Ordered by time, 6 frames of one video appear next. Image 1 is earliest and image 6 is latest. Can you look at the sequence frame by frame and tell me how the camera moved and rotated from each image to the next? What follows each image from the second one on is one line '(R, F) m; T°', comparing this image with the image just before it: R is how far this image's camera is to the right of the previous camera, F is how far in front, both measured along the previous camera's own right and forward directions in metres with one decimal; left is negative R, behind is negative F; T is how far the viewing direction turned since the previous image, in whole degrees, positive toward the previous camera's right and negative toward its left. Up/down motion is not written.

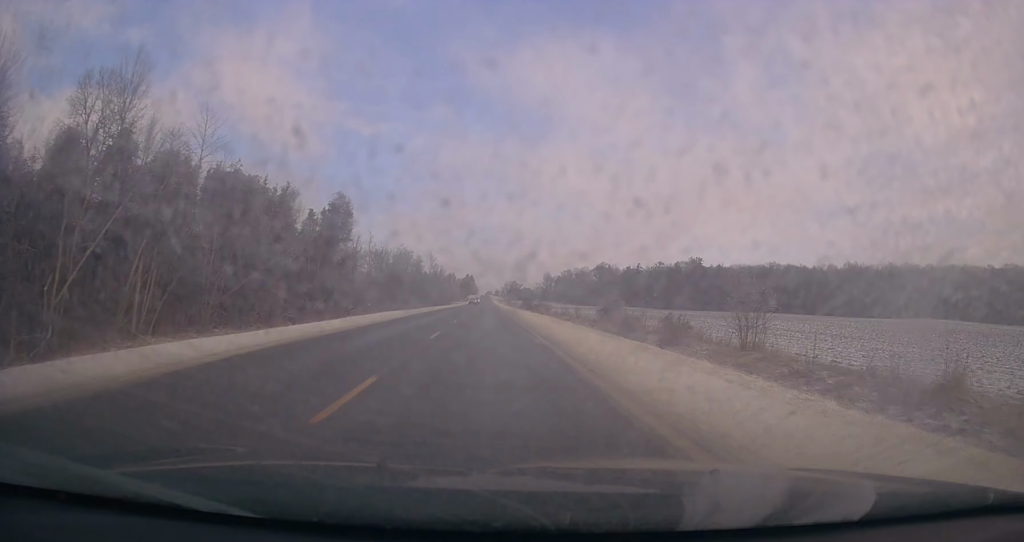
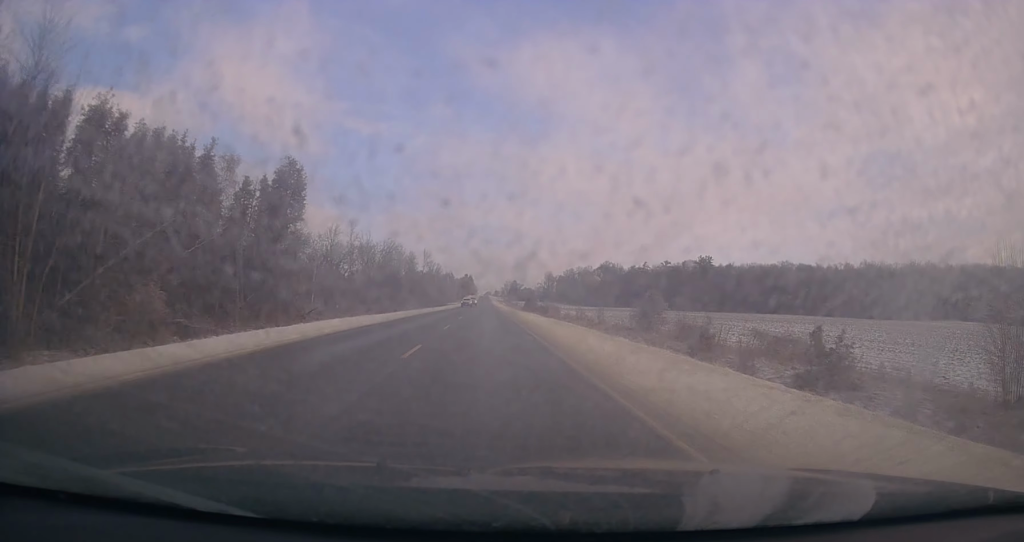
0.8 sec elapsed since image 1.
(-0.3, +18.1) m; 0°
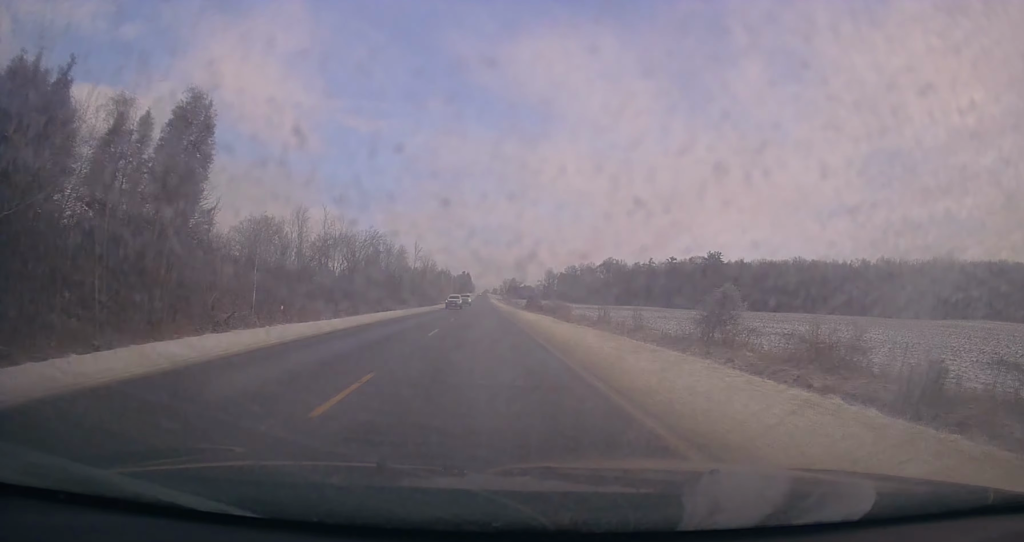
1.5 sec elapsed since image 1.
(+0.3, +17.4) m; 0°
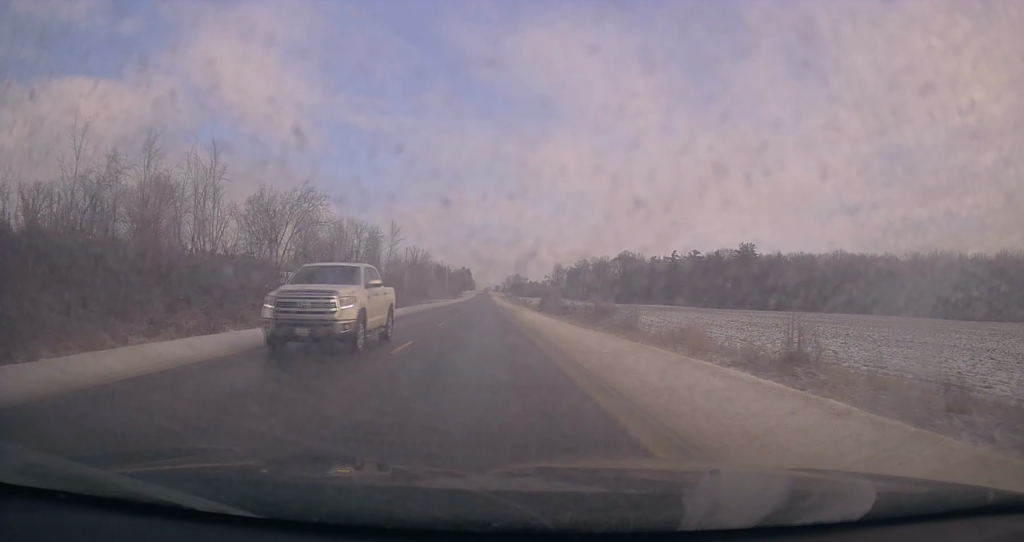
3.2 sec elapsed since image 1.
(-0.1, +42.5) m; 0°
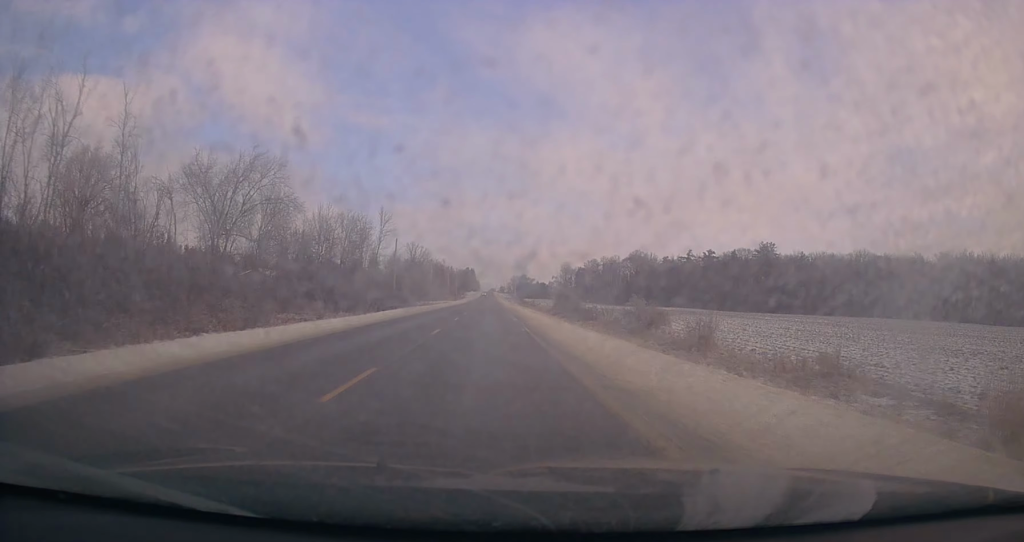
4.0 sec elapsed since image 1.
(+0.1, +17.8) m; 0°
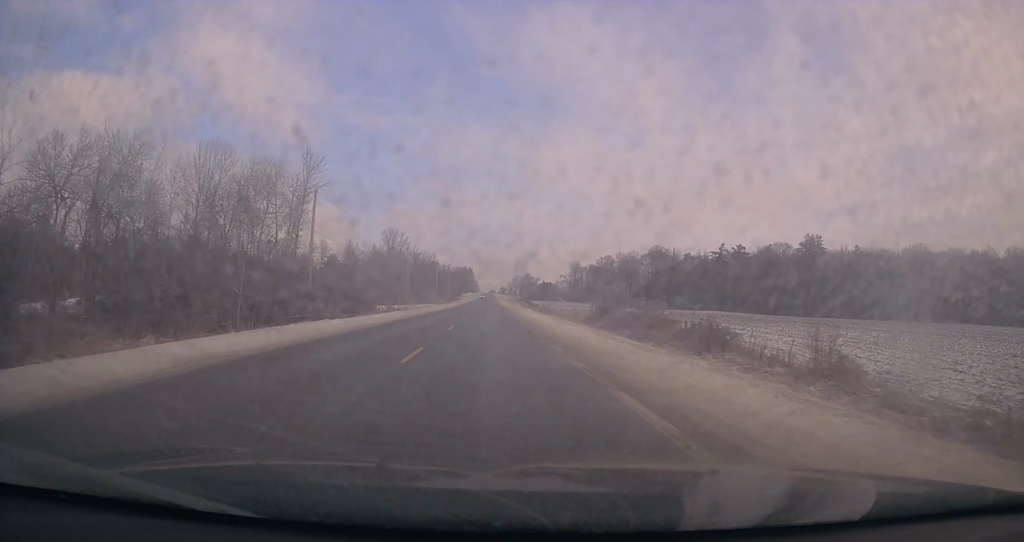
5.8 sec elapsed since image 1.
(-0.5, +44.2) m; -1°
